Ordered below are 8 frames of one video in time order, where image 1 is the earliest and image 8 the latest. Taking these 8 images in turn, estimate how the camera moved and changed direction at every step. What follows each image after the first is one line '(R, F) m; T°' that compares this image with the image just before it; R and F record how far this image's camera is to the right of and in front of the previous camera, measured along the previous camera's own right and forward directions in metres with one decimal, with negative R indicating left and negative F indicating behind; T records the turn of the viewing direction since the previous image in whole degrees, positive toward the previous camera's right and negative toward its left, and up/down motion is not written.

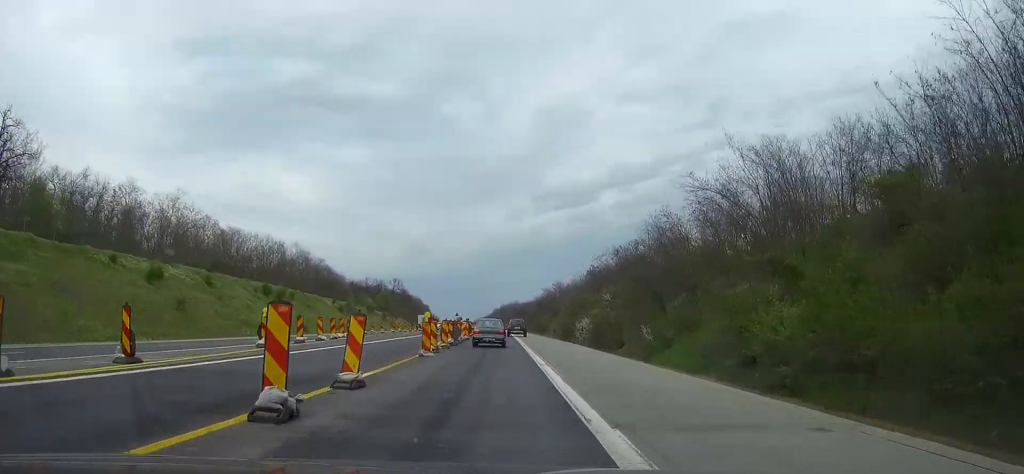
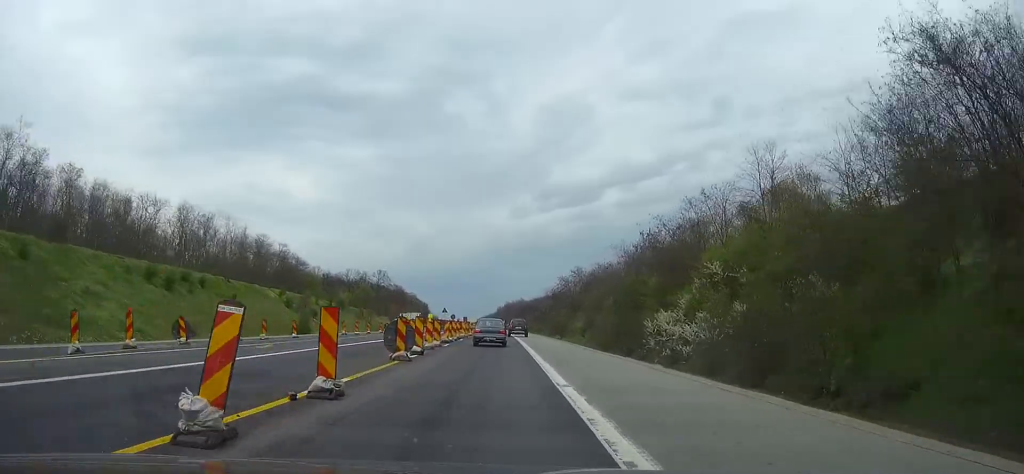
(-0.2, +37.6) m; -1°
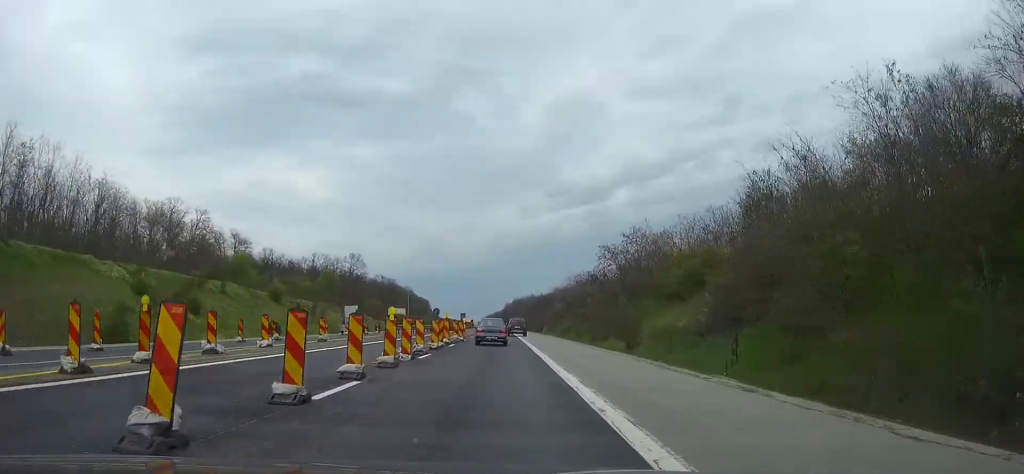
(-0.3, +48.4) m; -1°
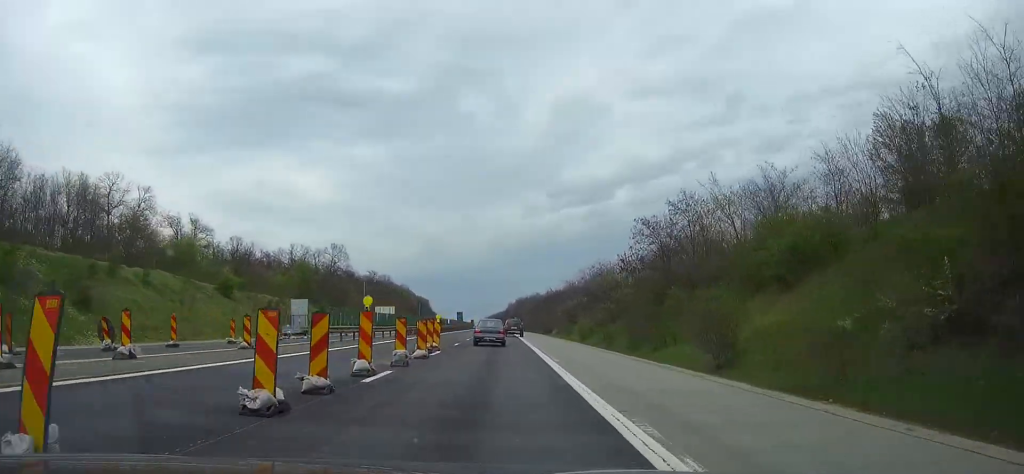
(0.0, +20.8) m; 0°
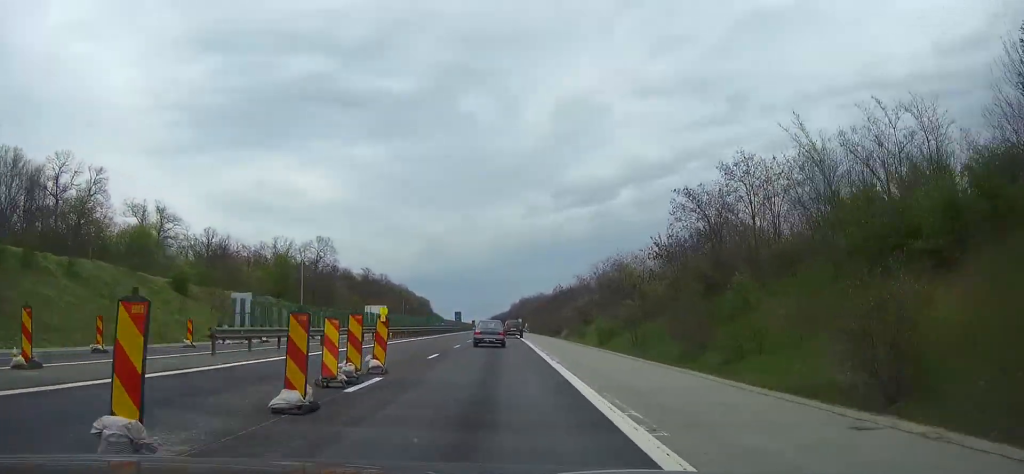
(0.0, +13.6) m; 0°
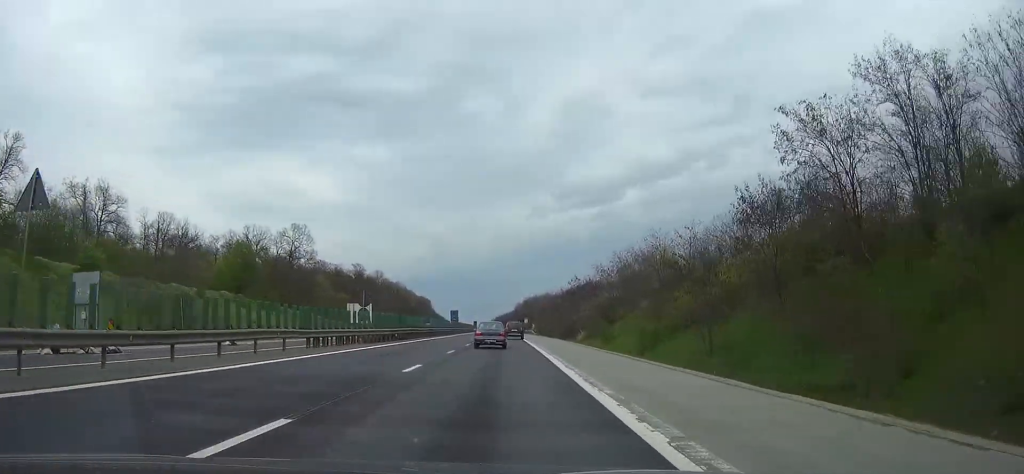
(0.0, +18.5) m; 0°
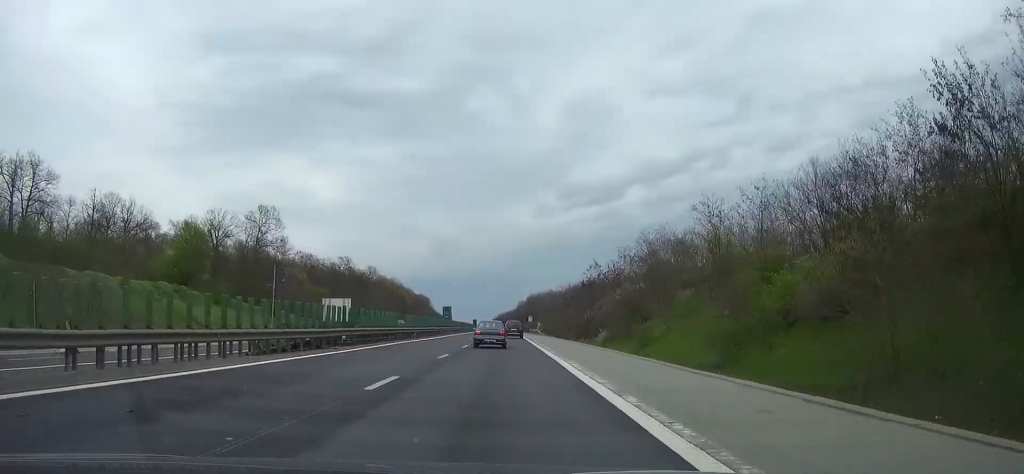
(0.0, +16.8) m; 0°
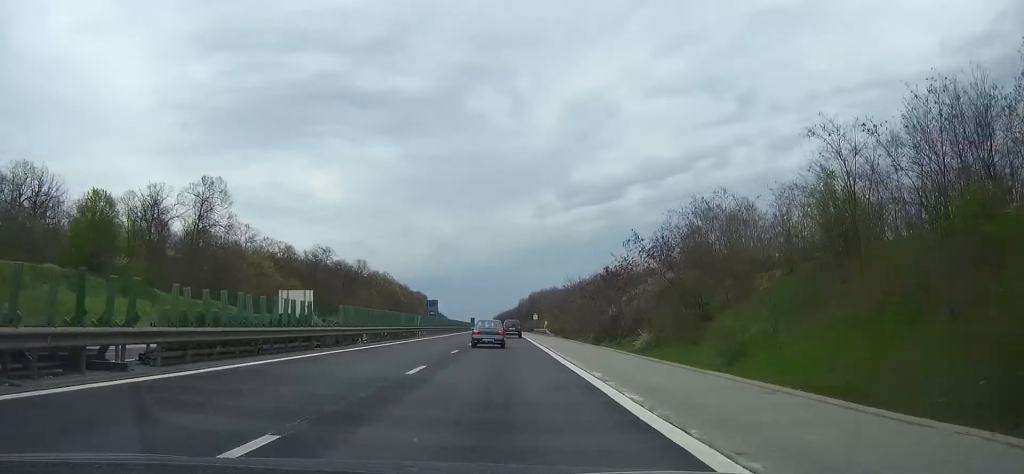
(0.0, +19.8) m; 0°
